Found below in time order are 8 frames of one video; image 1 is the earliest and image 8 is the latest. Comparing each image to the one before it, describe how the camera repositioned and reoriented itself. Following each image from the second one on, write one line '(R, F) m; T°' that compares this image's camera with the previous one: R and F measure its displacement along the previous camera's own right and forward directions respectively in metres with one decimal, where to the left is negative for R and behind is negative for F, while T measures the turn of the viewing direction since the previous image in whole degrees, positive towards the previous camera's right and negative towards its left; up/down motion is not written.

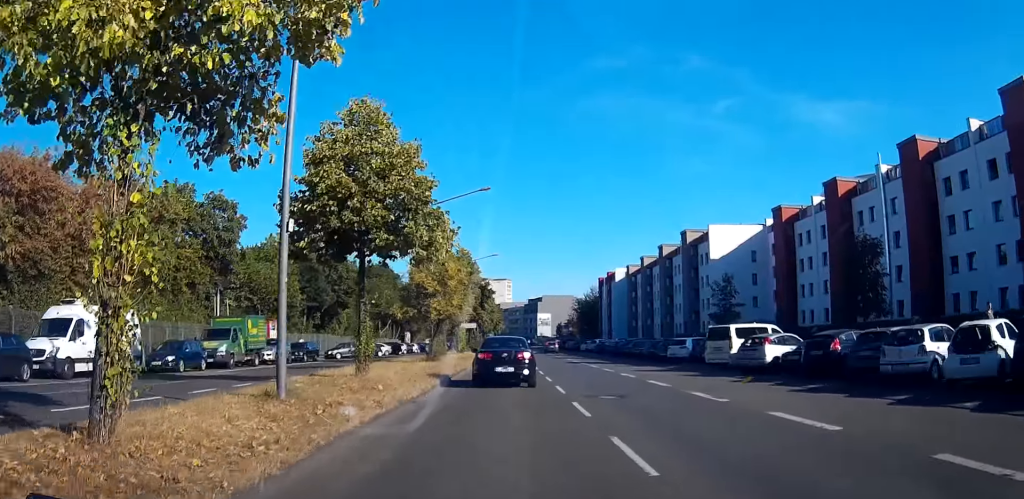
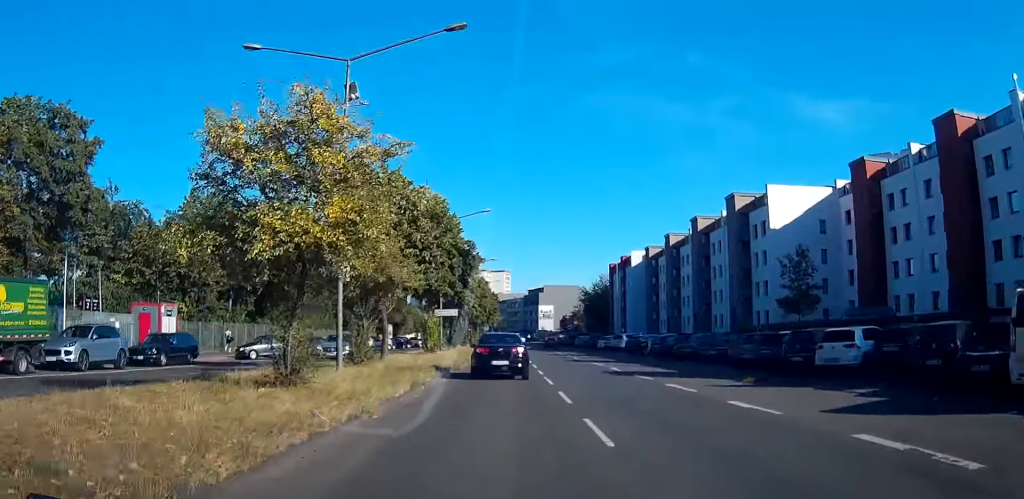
(+0.1, +23.4) m; 0°
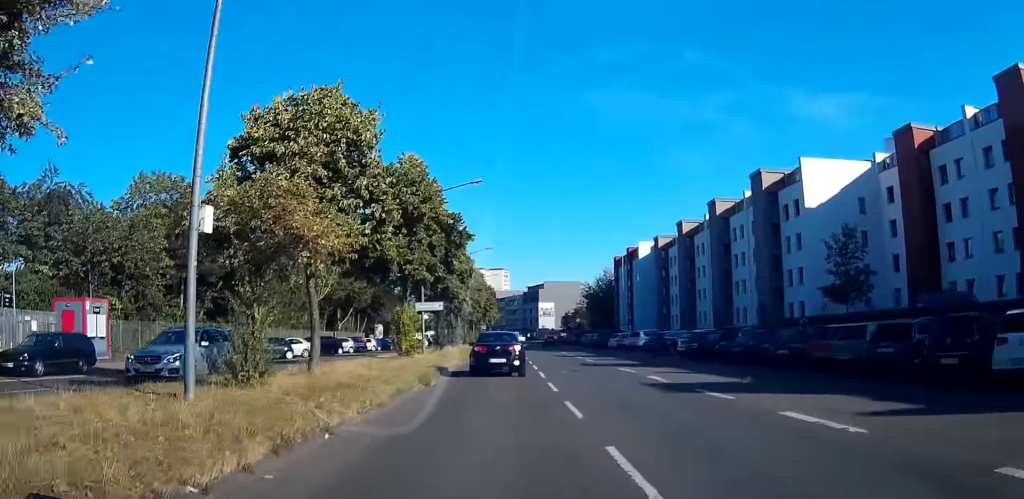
(-0.1, +9.6) m; 0°
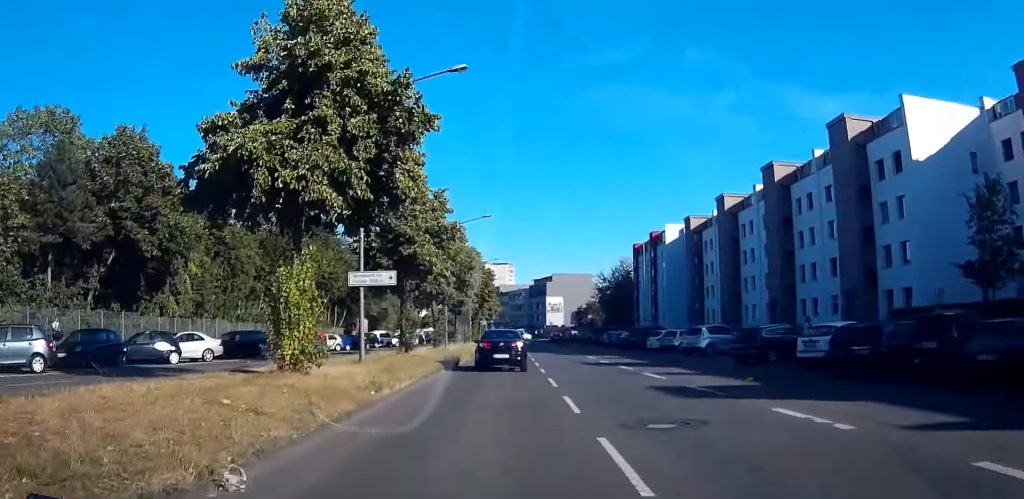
(-0.1, +18.1) m; -1°
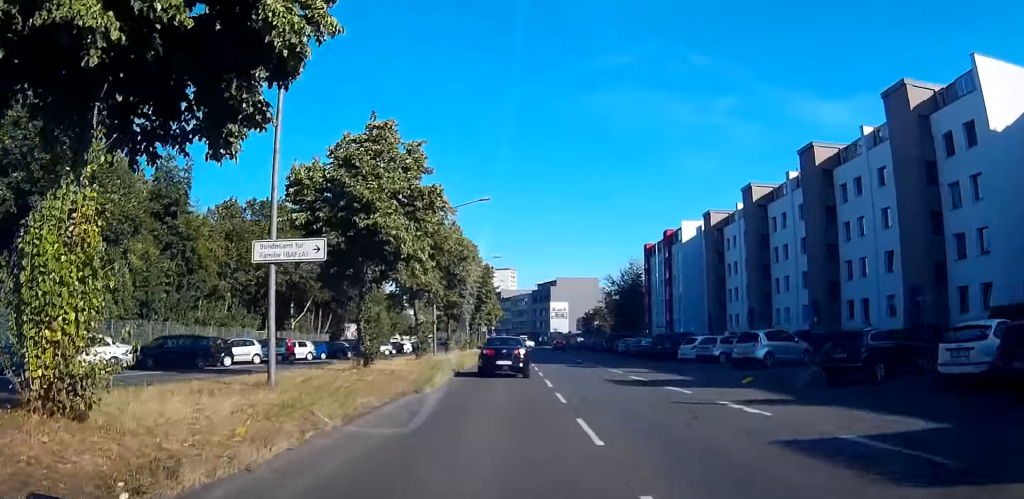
(-0.1, +9.5) m; 0°
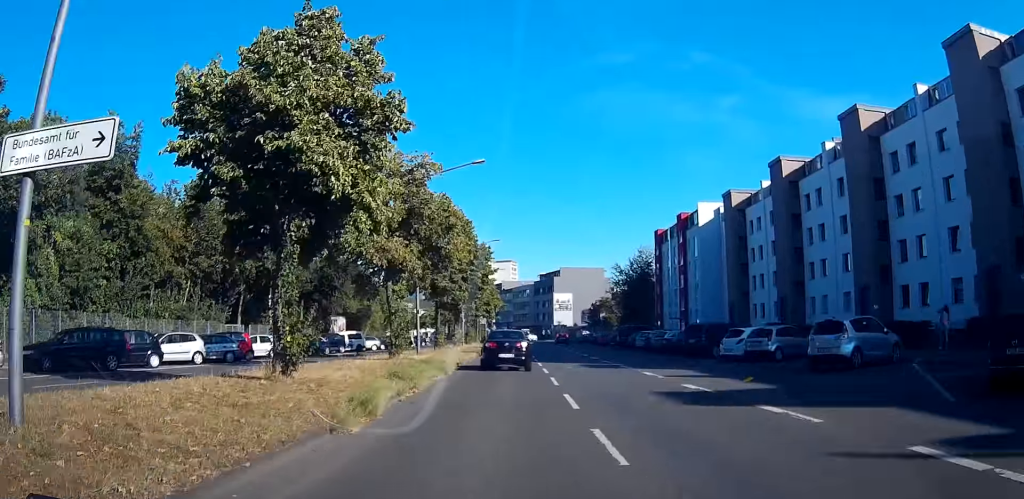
(0.0, +8.6) m; 0°
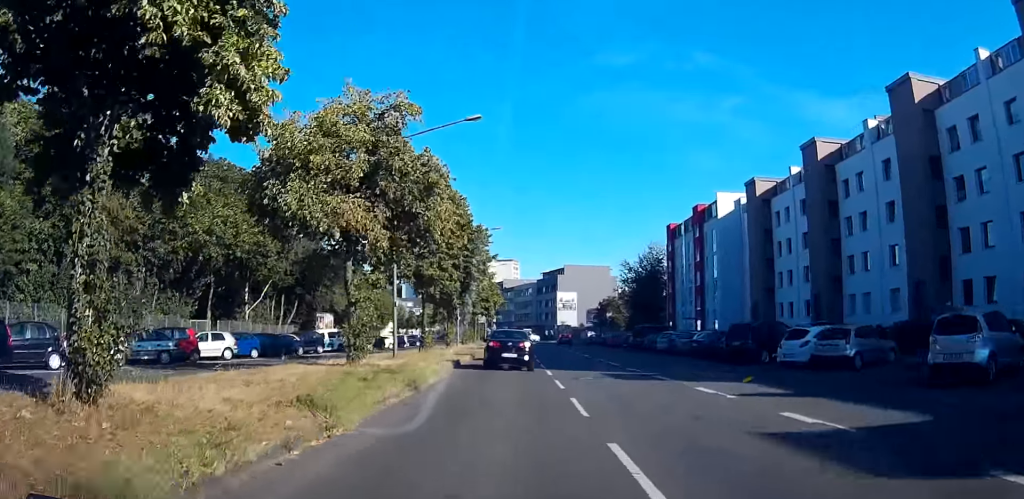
(+0.1, +7.6) m; 0°
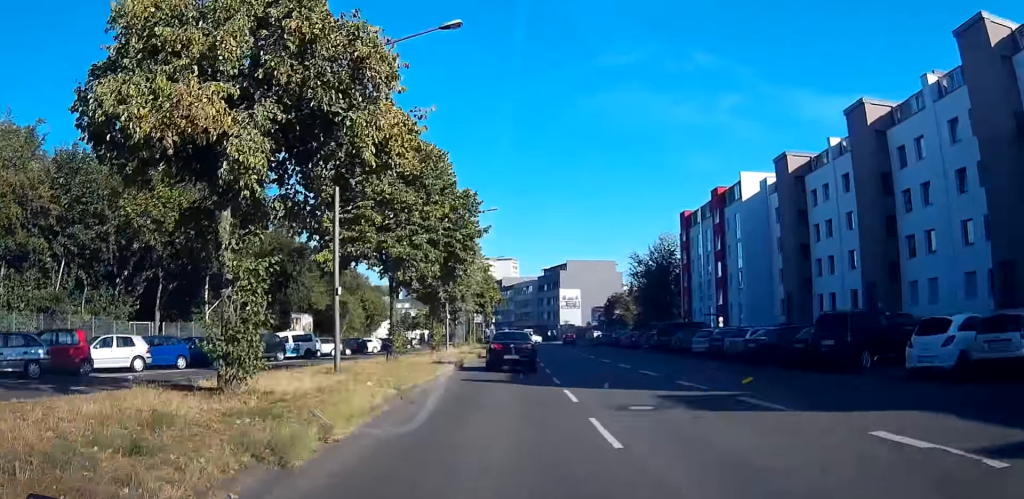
(0.0, +9.5) m; 0°
